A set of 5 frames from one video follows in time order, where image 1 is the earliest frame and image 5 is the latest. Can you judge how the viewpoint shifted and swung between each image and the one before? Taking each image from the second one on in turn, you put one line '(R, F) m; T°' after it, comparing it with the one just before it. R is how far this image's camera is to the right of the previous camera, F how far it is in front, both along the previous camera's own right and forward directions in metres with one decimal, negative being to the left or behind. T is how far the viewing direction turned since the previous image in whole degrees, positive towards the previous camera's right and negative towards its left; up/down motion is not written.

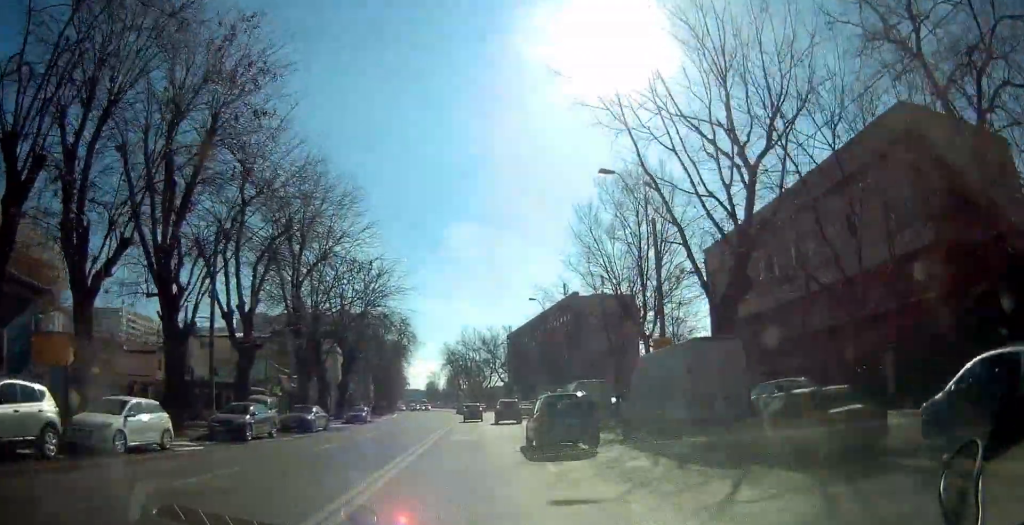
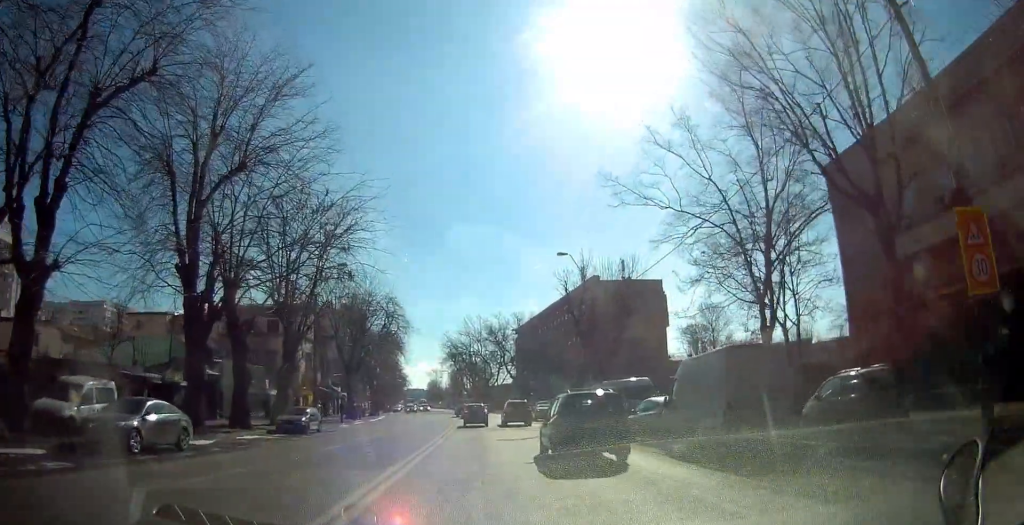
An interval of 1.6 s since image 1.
(+0.4, +19.2) m; +1°
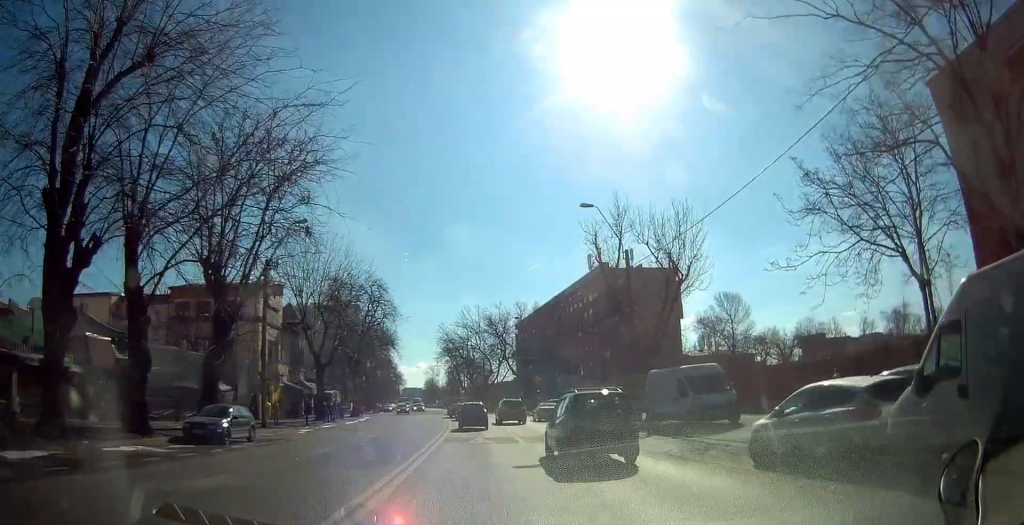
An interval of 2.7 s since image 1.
(0.0, +10.8) m; 0°
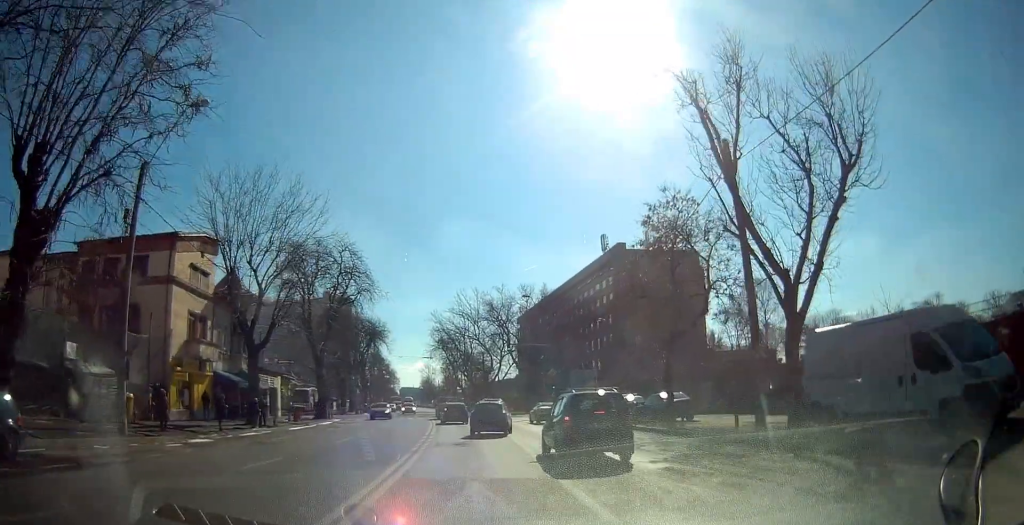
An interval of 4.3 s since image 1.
(+0.2, +14.4) m; +1°
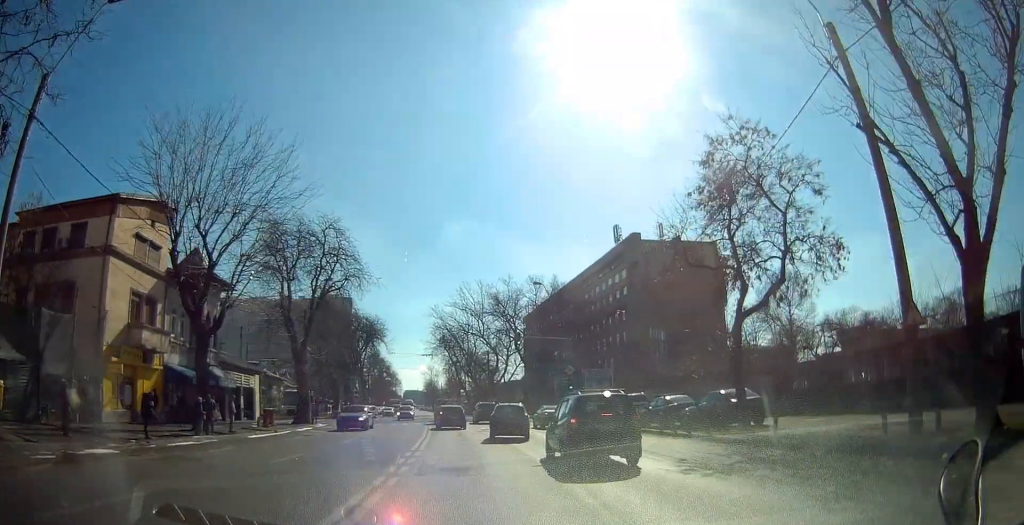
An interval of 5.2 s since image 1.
(0.0, +7.1) m; -1°
